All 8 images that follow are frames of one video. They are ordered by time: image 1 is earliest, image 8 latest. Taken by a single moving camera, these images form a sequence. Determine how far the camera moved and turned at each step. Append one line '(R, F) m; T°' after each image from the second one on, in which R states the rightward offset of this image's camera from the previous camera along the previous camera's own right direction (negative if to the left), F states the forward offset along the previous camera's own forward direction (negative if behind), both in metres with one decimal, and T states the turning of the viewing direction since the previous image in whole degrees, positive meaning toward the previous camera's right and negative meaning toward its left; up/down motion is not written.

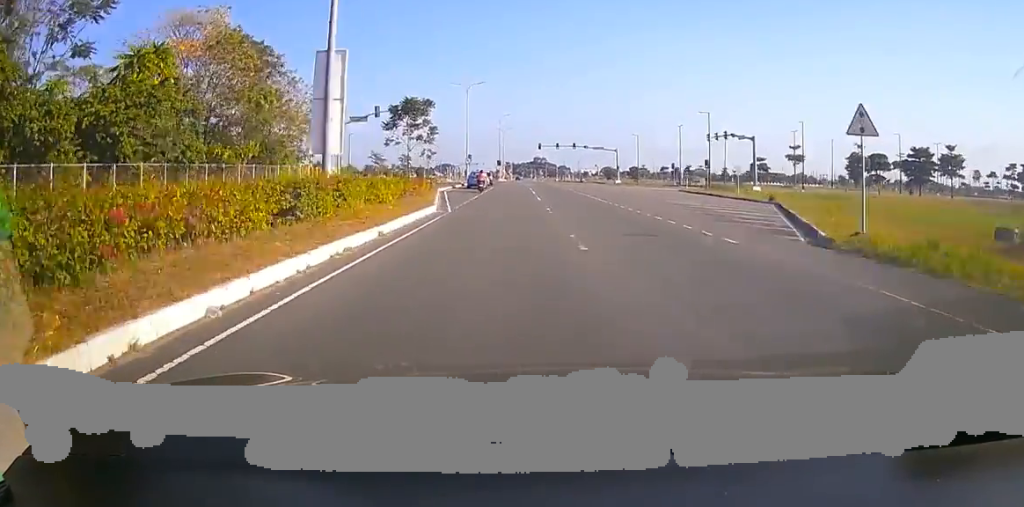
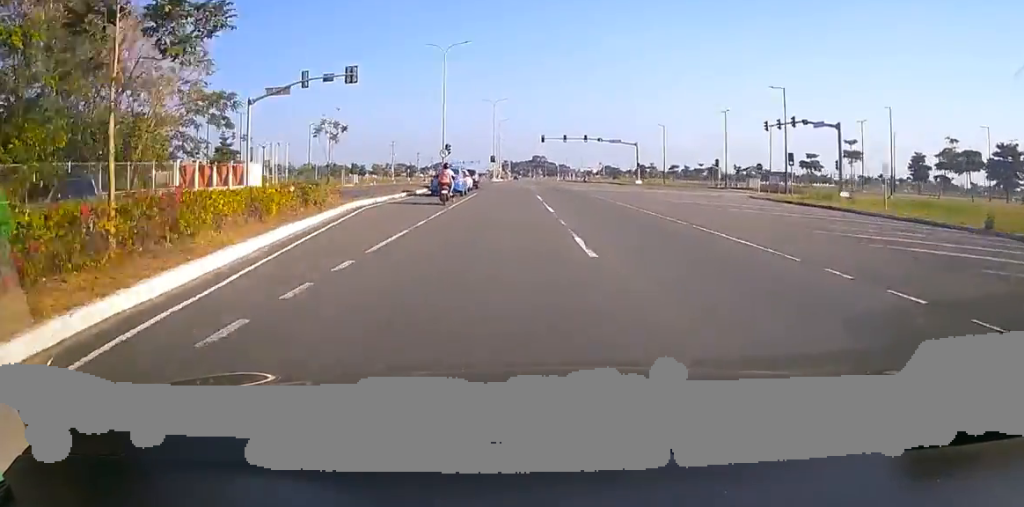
(-1.0, +25.3) m; -4°
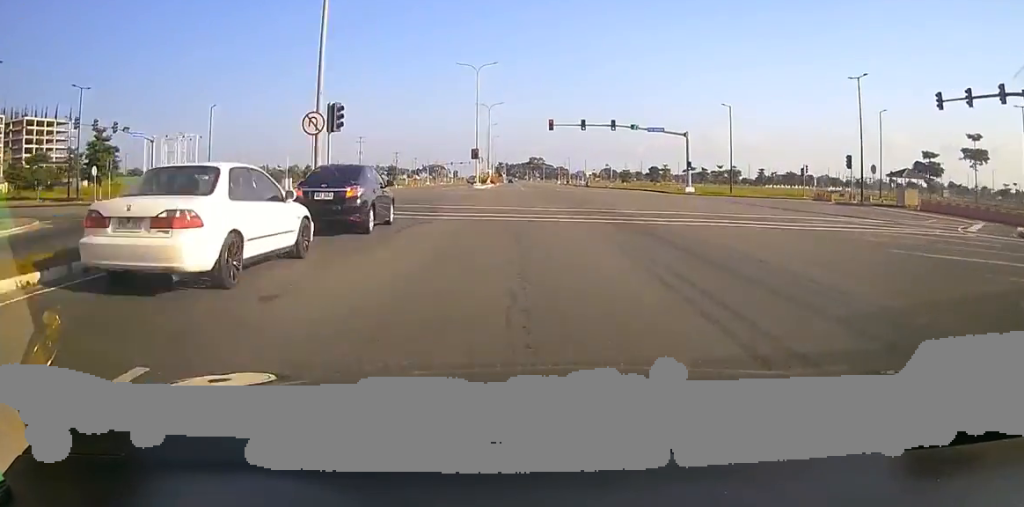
(+1.0, +36.2) m; +5°
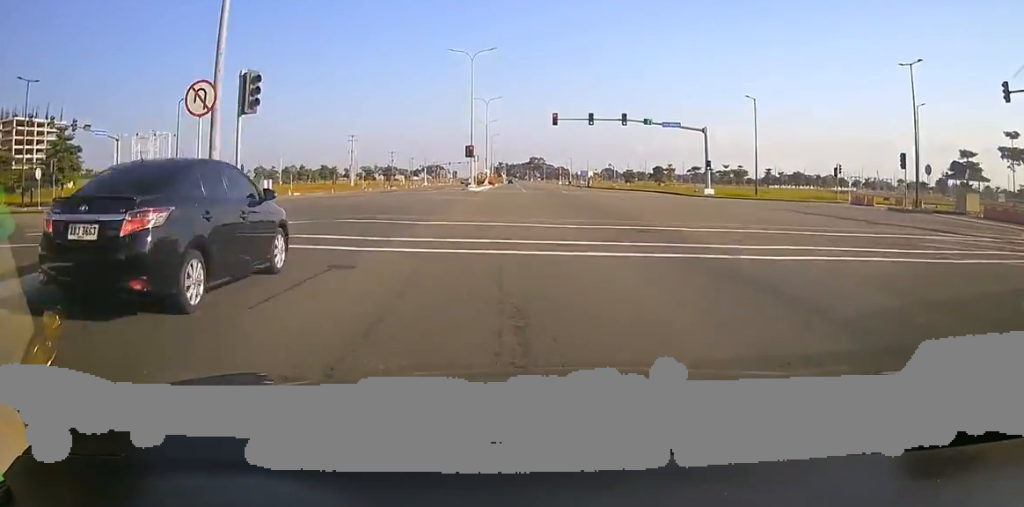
(+0.3, +8.0) m; 0°
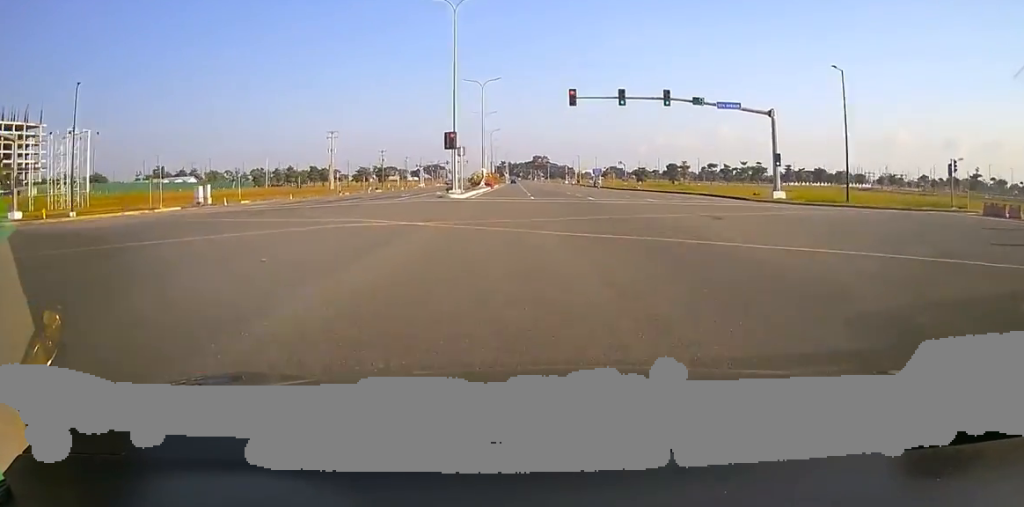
(+0.1, +18.8) m; -2°
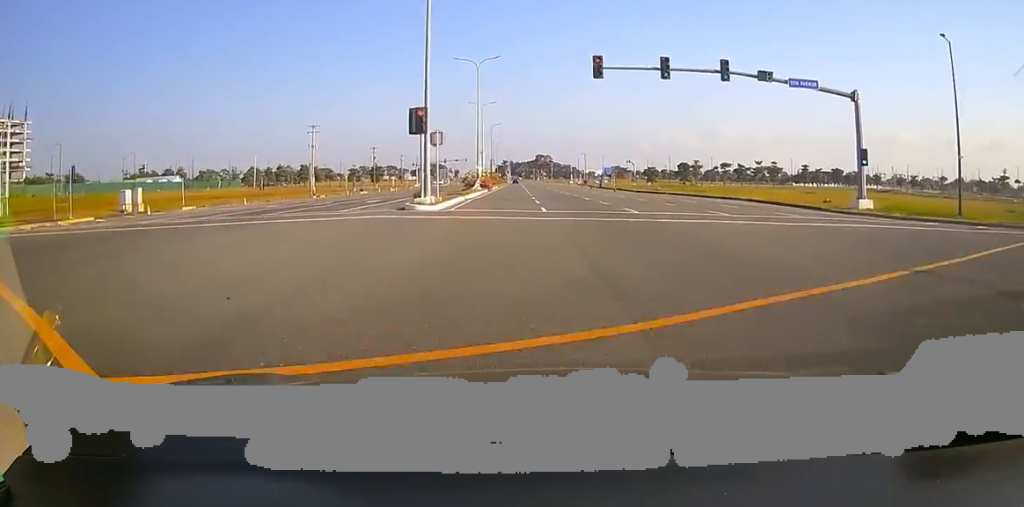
(-0.3, +13.8) m; -2°
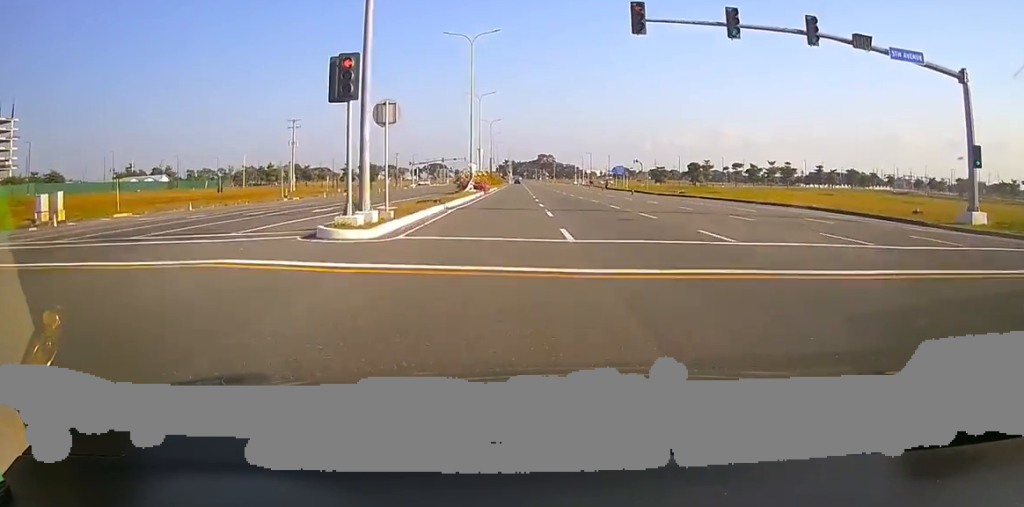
(-0.3, +11.4) m; 0°
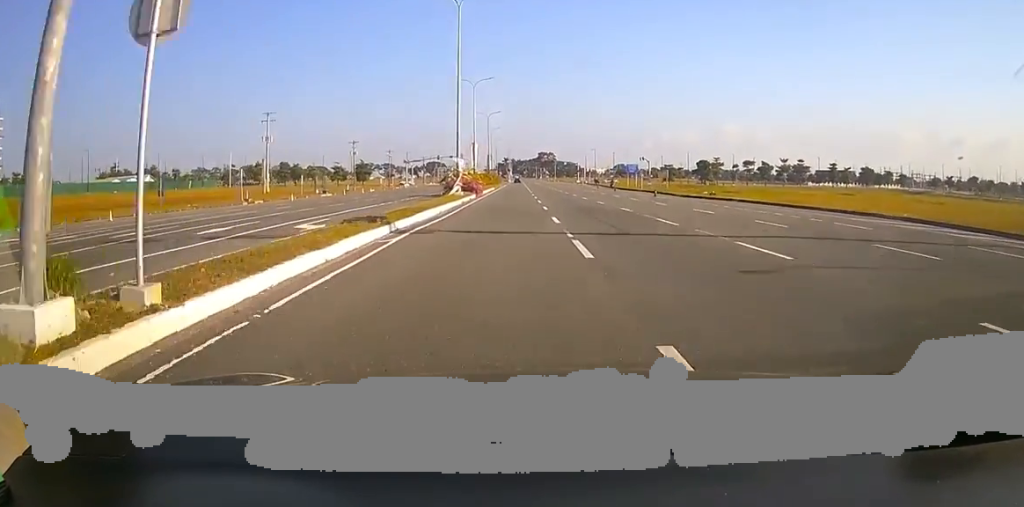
(+0.1, +11.2) m; +1°
